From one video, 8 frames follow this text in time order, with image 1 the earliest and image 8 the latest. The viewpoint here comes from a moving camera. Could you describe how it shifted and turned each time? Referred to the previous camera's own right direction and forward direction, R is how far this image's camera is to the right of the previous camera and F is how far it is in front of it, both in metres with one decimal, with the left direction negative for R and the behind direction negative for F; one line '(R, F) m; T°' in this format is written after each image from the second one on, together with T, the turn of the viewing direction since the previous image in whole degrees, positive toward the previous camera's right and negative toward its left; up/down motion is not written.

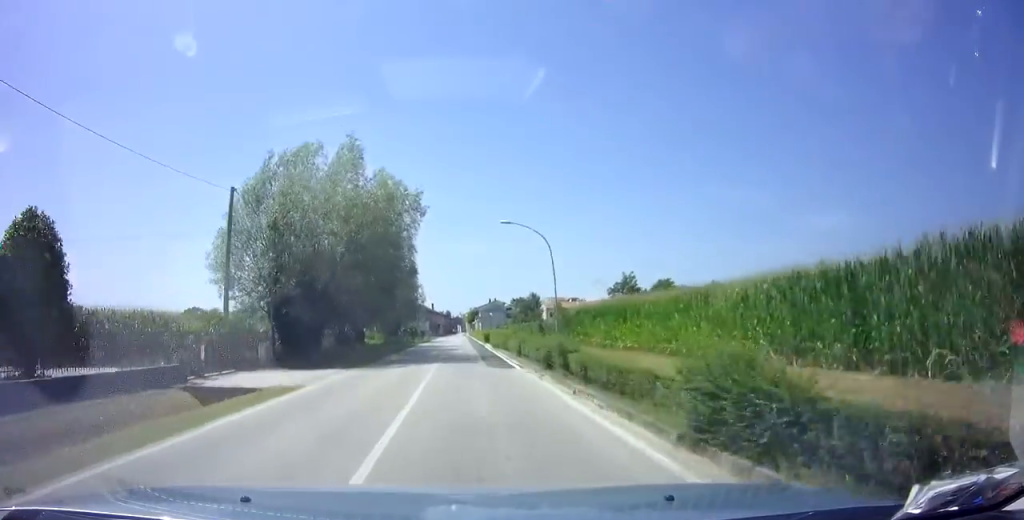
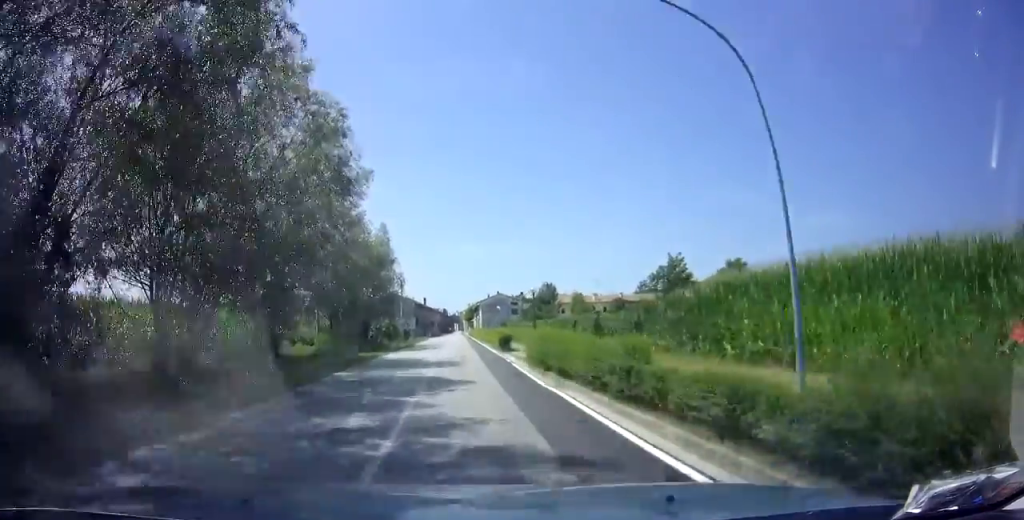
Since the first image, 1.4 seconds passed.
(0.0, +22.6) m; +2°
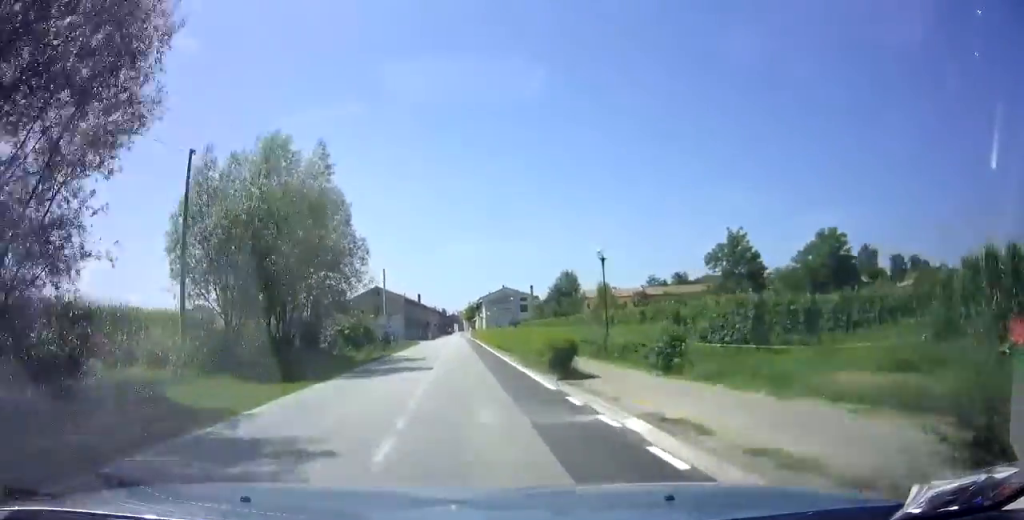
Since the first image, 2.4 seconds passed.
(+0.5, +17.5) m; 0°
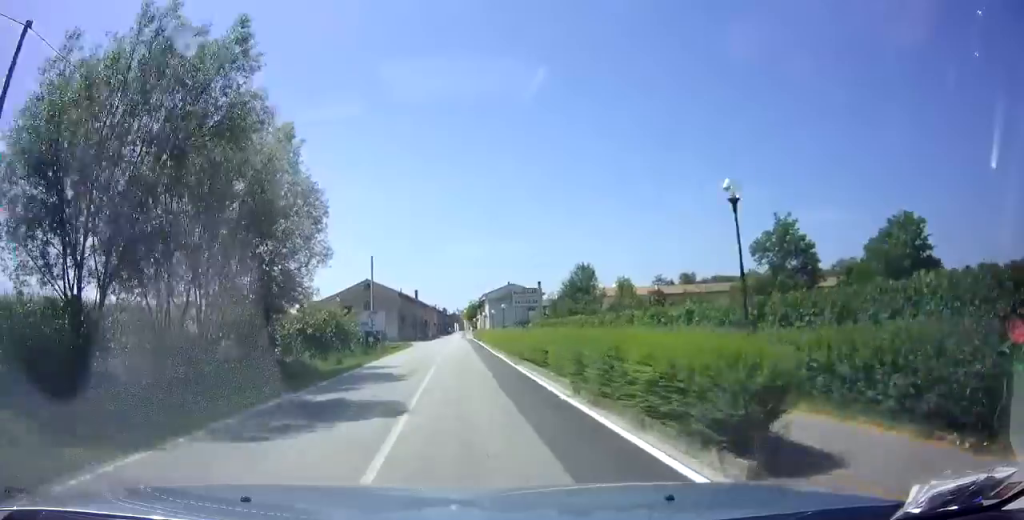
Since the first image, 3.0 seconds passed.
(-0.3, +9.7) m; -1°
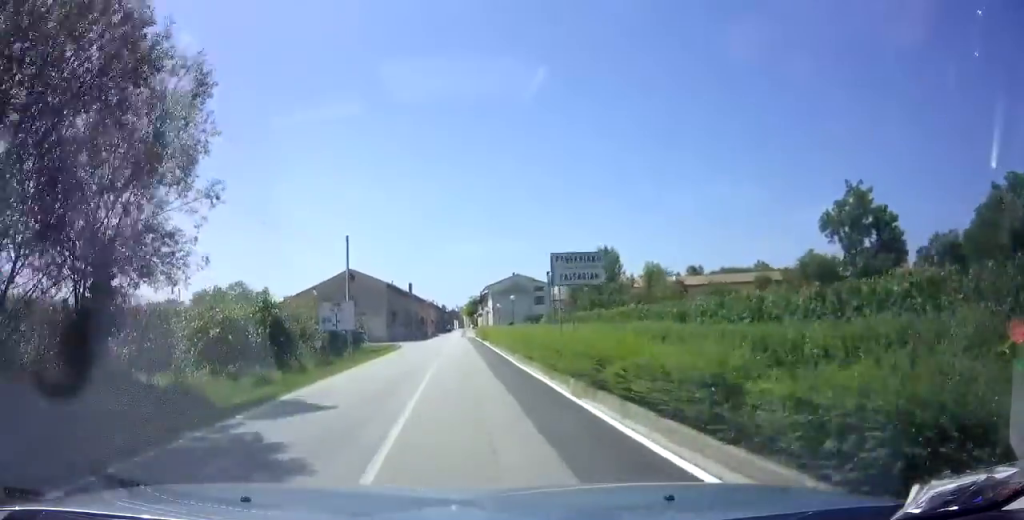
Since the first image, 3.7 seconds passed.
(-0.1, +10.8) m; 0°
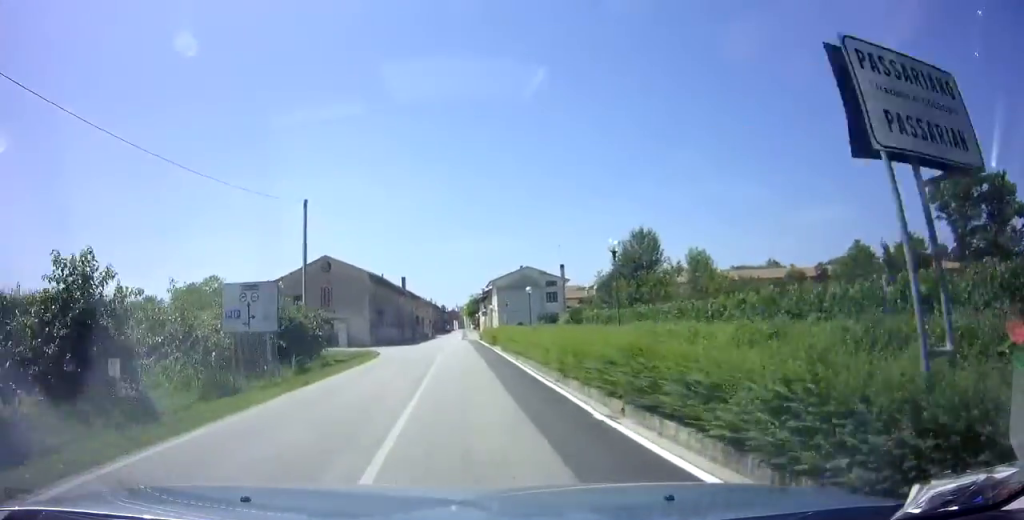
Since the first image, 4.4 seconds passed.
(0.0, +11.3) m; 0°
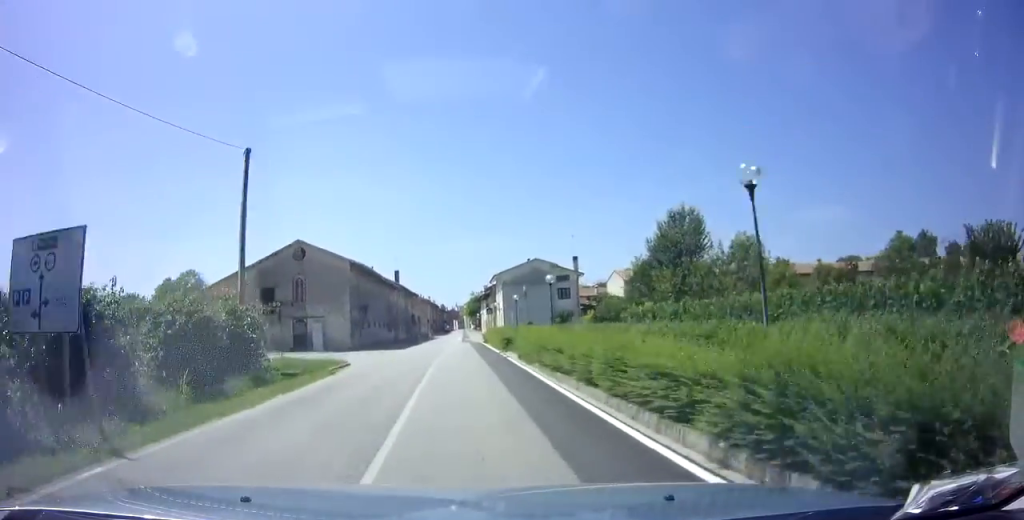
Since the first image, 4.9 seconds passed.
(0.0, +8.5) m; 0°
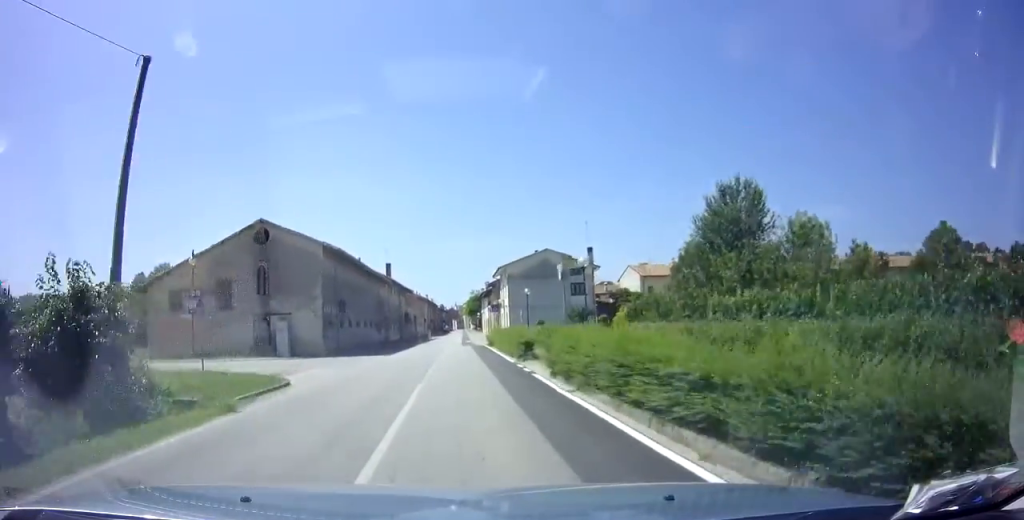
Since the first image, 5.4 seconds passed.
(0.0, +8.0) m; 0°
